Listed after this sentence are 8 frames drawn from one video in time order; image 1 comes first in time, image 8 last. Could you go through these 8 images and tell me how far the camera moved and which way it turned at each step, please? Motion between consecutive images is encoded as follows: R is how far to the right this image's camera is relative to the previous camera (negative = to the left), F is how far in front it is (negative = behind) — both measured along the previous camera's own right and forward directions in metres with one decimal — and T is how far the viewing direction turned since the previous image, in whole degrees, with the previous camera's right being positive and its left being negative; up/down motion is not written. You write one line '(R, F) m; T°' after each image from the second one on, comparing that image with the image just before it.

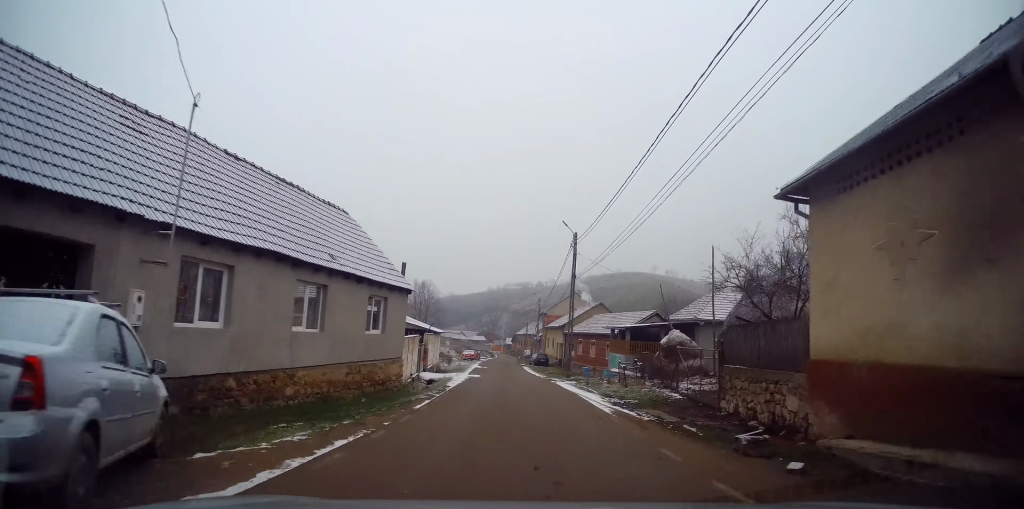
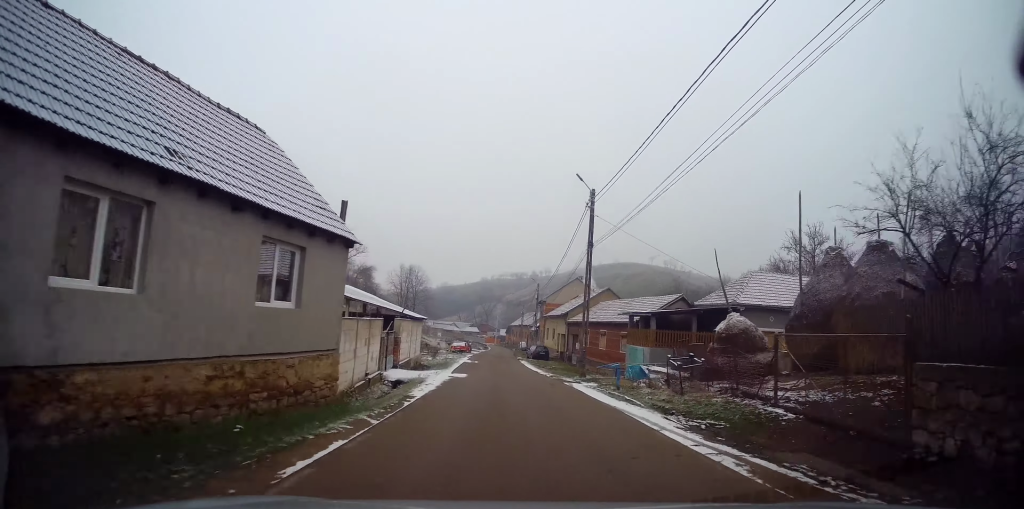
(+0.2, +7.5) m; 0°
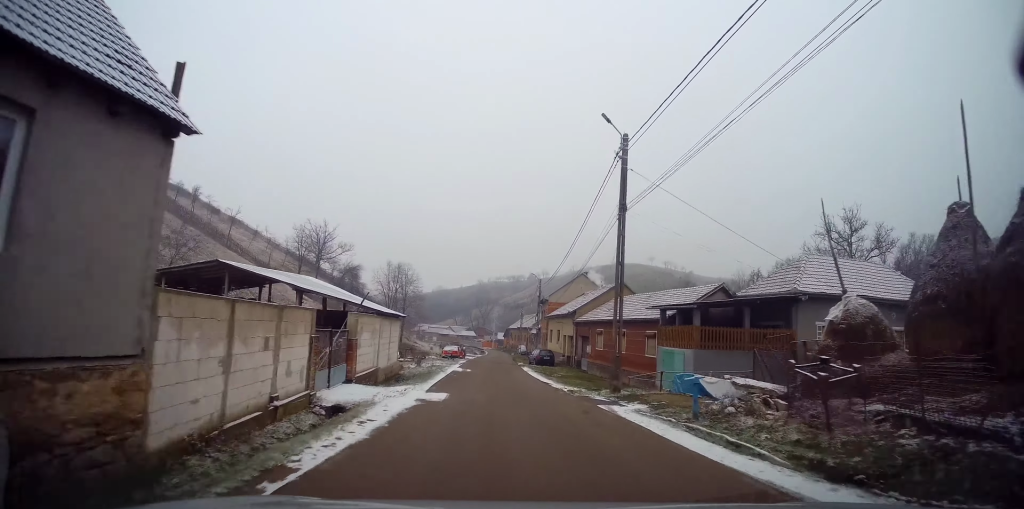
(+0.2, +7.1) m; +1°
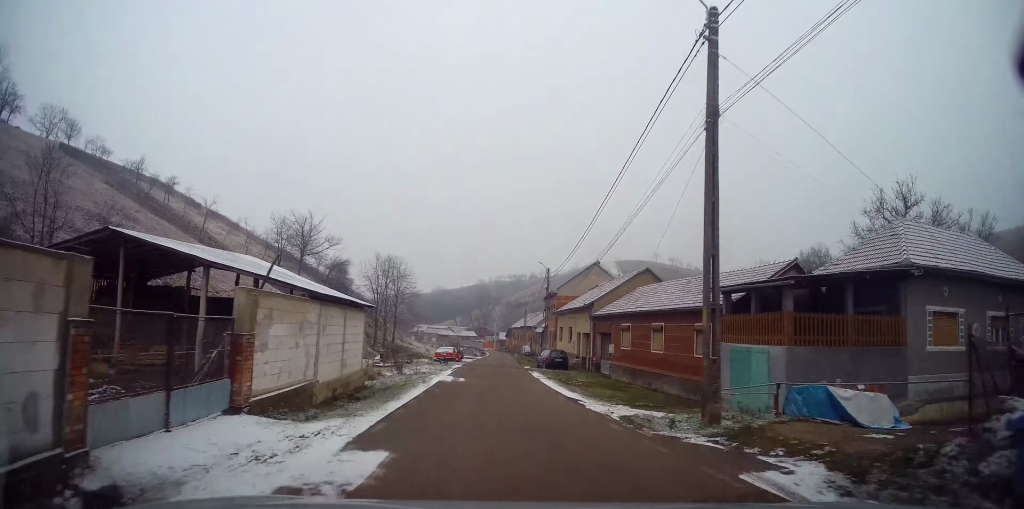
(-0.2, +7.7) m; -1°
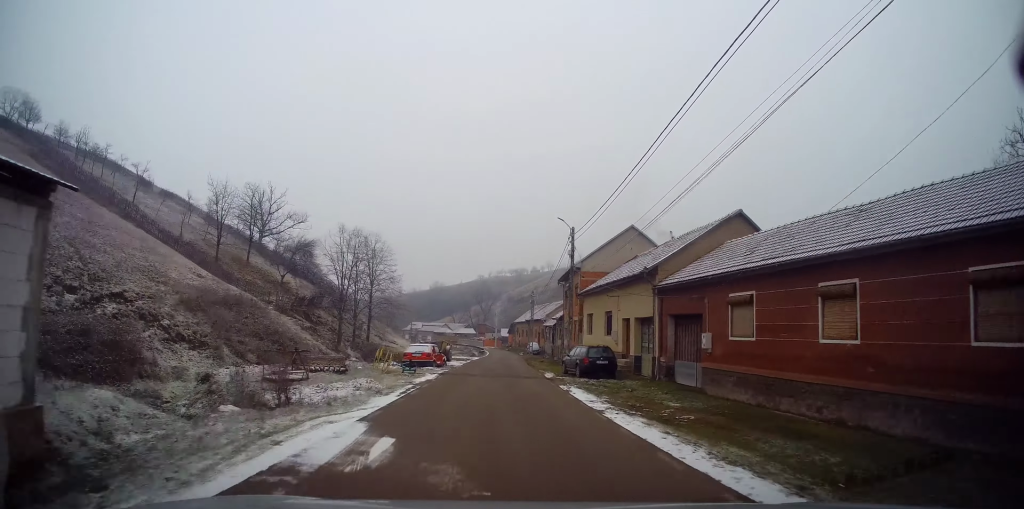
(-0.1, +15.5) m; 0°
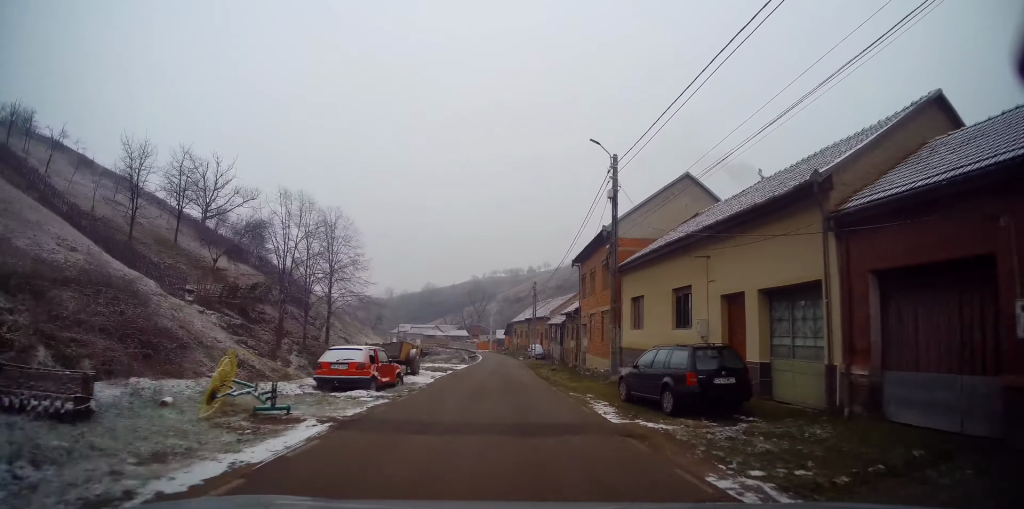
(+0.2, +13.0) m; +1°
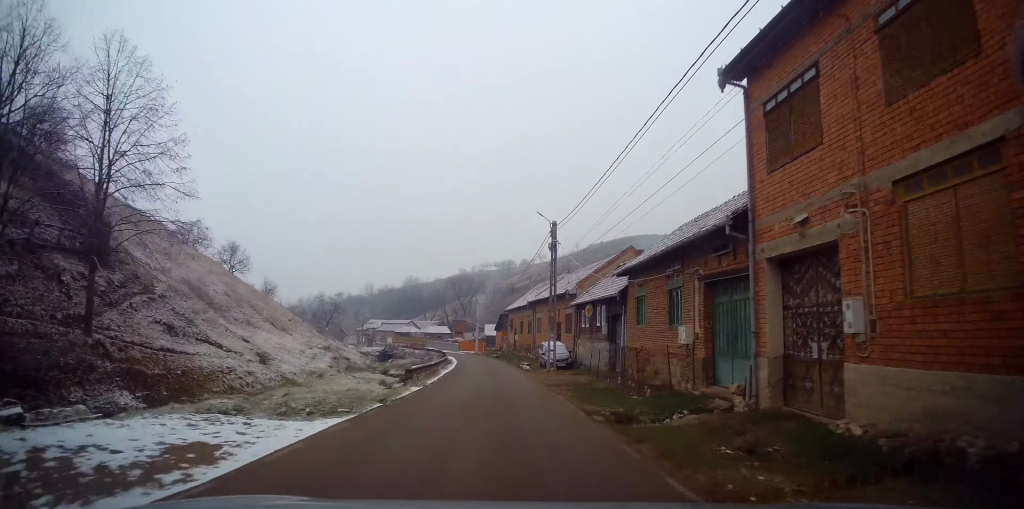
(+0.2, +28.3) m; 0°
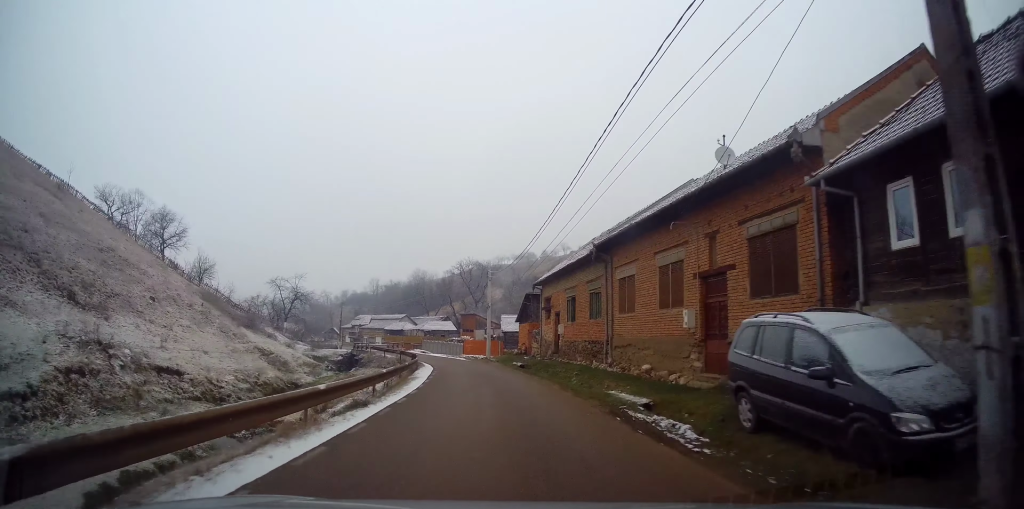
(-0.4, +28.9) m; -3°
